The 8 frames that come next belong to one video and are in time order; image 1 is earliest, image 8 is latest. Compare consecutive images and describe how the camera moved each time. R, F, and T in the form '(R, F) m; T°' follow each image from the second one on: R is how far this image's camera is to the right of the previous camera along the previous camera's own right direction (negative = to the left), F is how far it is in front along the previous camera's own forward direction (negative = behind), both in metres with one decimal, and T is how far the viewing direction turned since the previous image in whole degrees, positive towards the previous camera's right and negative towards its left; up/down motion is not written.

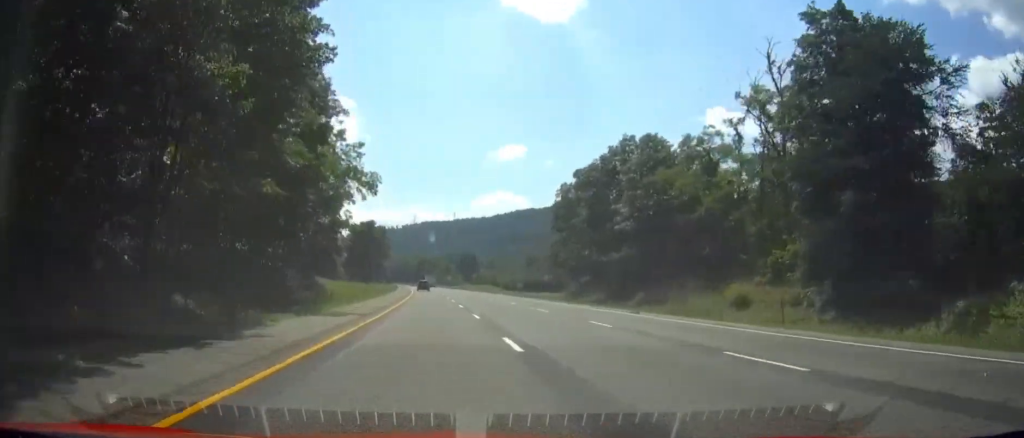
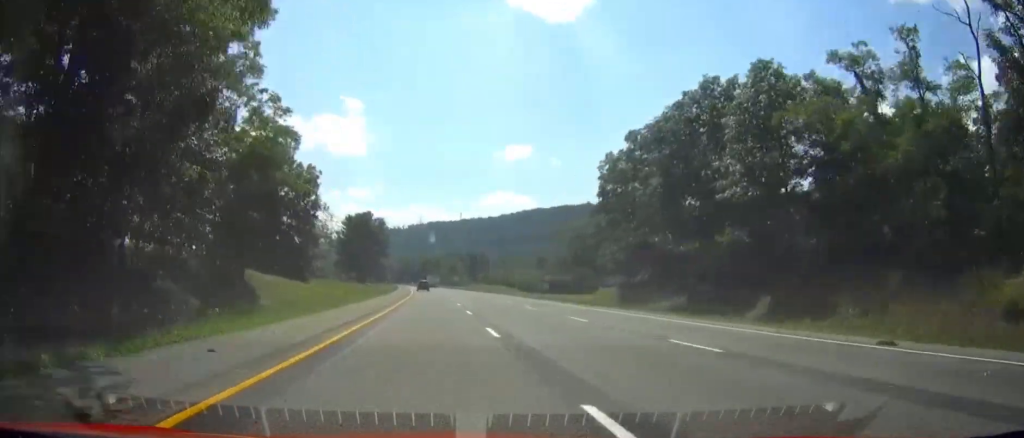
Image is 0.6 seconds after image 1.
(-0.1, +20.7) m; -1°
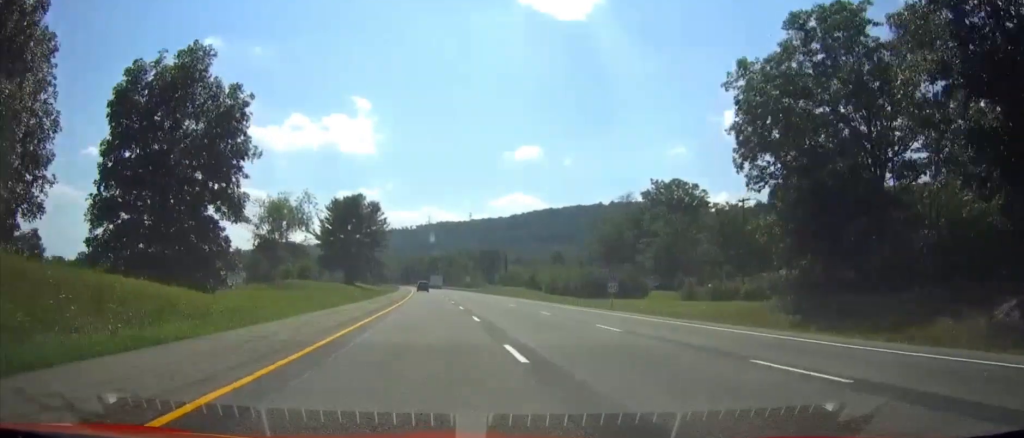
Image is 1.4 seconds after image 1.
(-0.2, +28.8) m; -1°
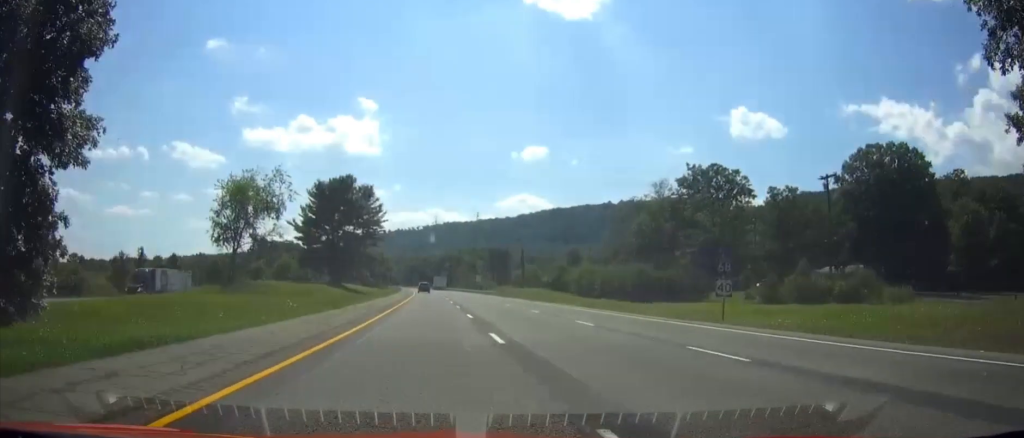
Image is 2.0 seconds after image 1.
(-0.1, +20.8) m; -1°
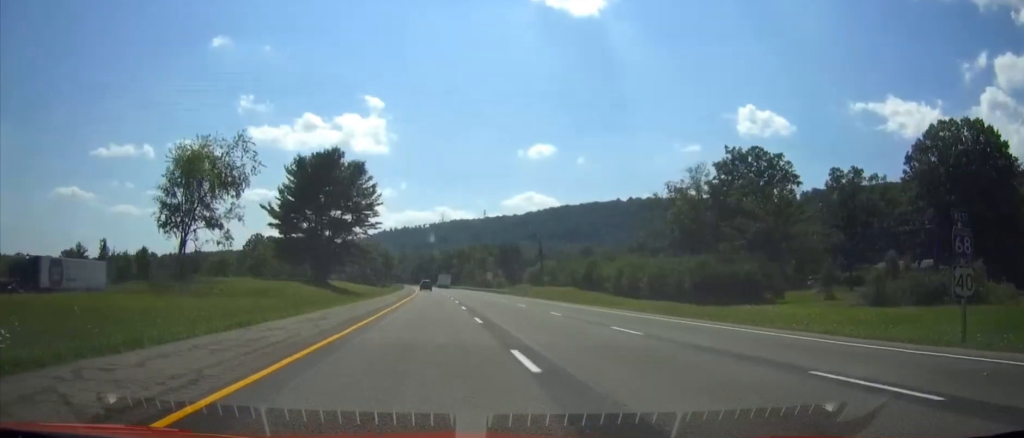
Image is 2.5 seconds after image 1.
(-0.1, +17.3) m; 0°
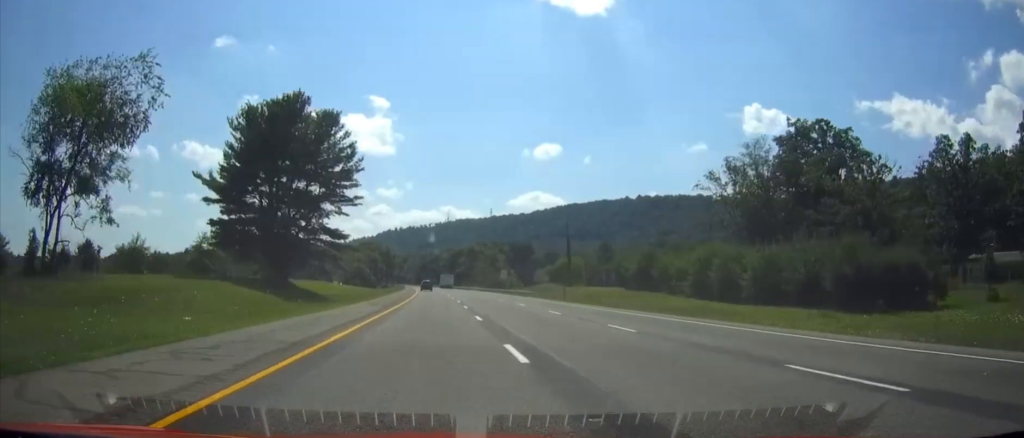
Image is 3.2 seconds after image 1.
(-0.1, +23.1) m; 0°
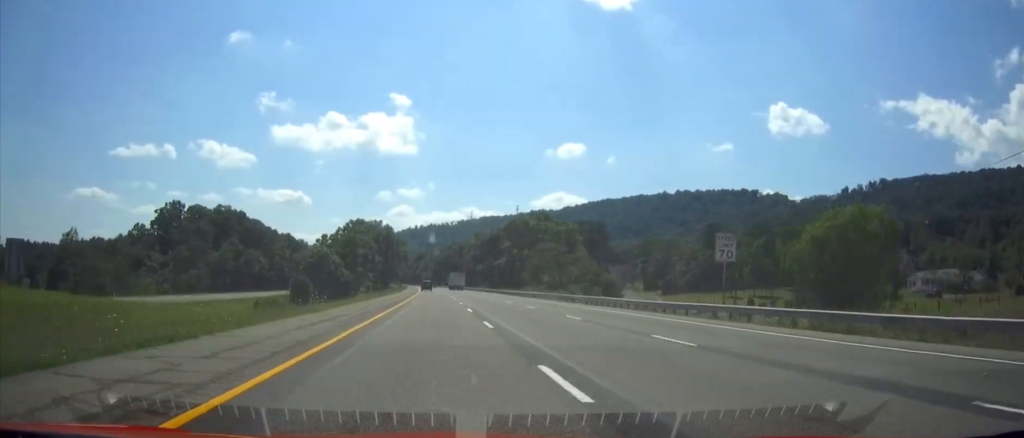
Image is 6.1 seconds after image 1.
(-2.0, +100.8) m; -2°
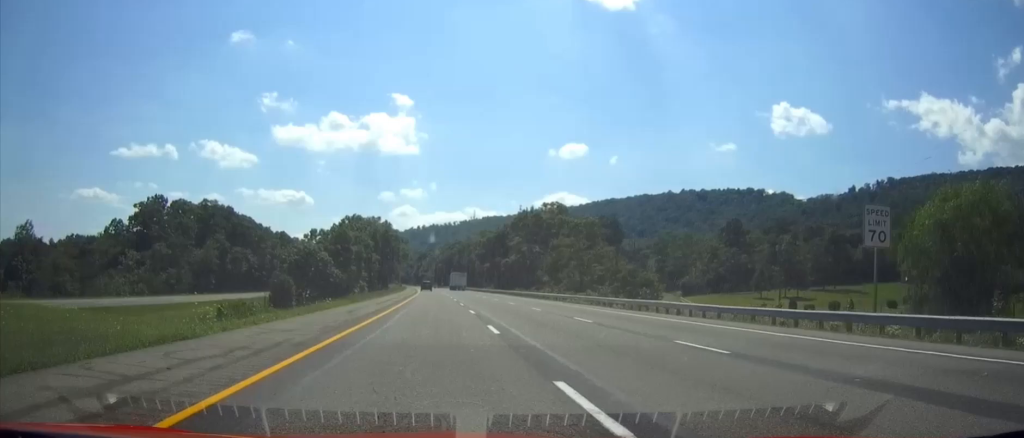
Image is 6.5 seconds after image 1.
(-0.1, +13.9) m; 0°
